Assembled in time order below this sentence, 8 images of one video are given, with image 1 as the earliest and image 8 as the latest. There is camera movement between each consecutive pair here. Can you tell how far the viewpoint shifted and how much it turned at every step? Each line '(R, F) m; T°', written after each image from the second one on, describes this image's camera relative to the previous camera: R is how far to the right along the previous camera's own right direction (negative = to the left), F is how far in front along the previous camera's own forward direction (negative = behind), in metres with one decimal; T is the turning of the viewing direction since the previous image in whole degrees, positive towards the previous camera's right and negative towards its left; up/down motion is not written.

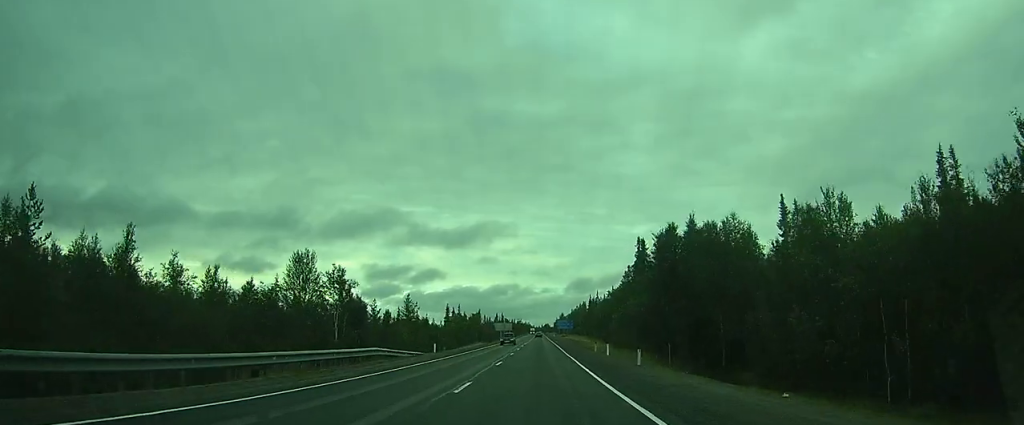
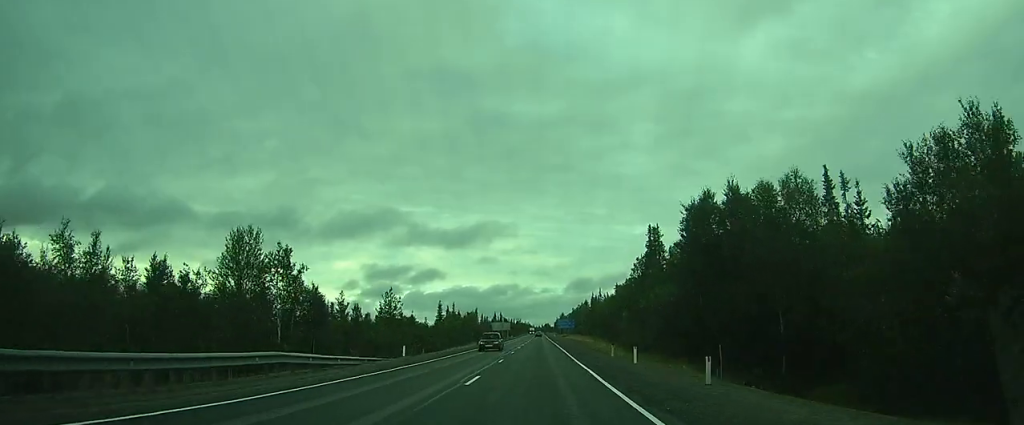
(0.0, +10.0) m; 0°
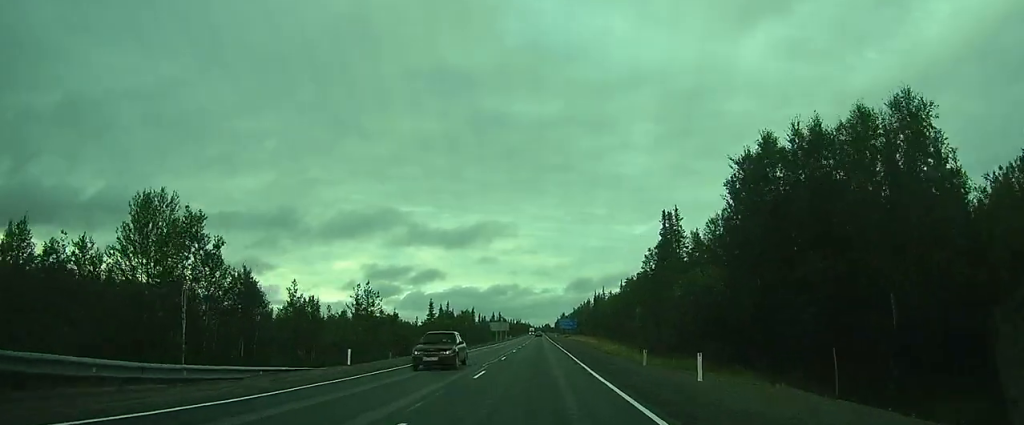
(0.0, +9.9) m; 0°
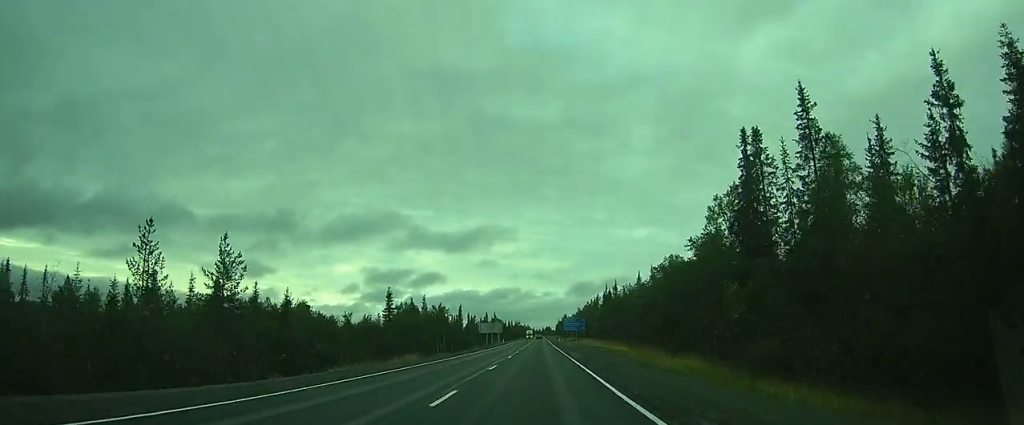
(+0.2, +30.5) m; 0°
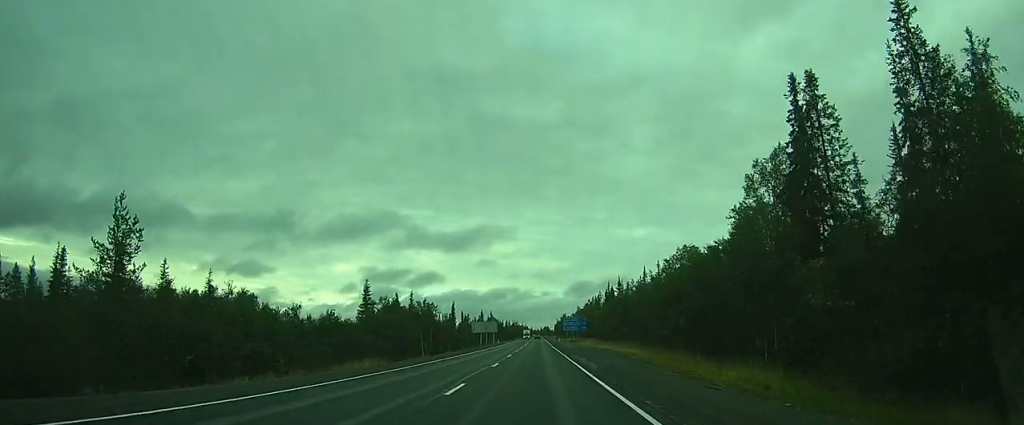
(0.0, +9.9) m; 0°
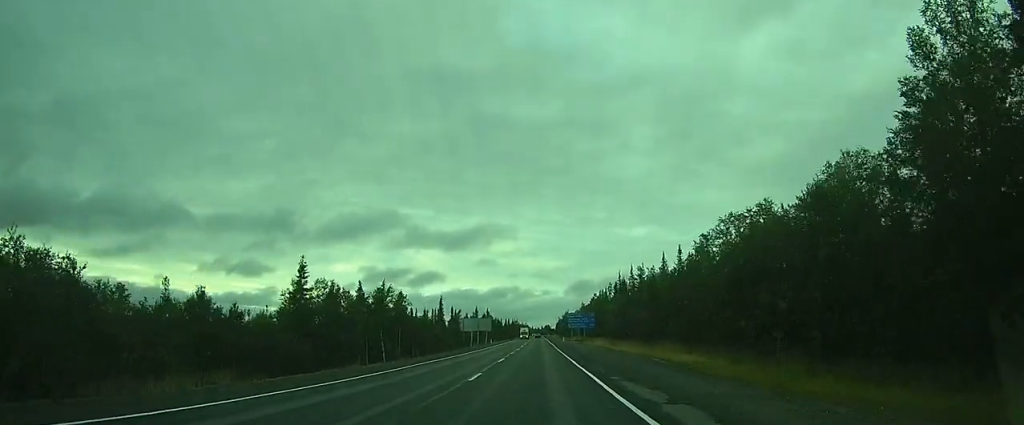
(-0.1, +19.6) m; 0°
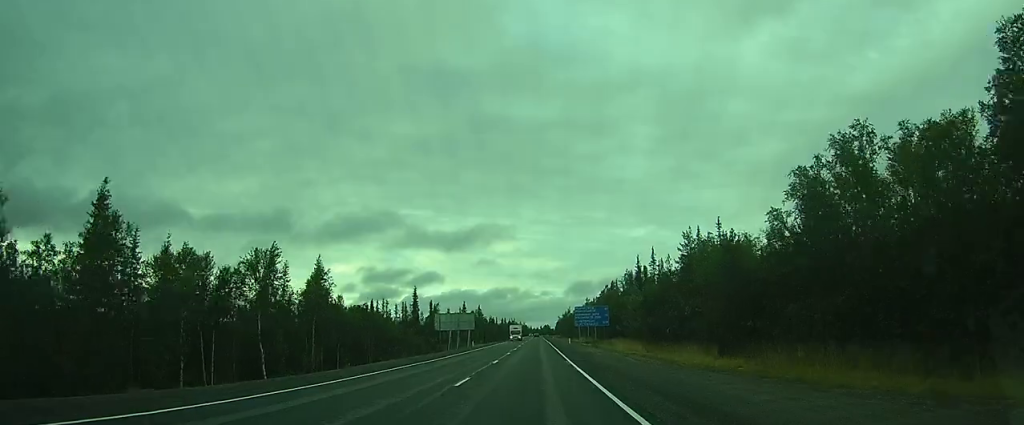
(0.0, +25.5) m; 0°
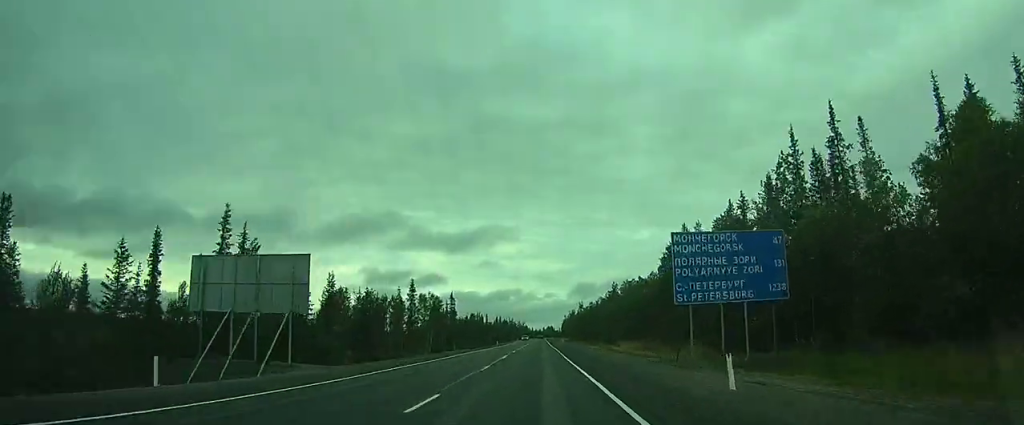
(-0.1, +64.5) m; 0°
